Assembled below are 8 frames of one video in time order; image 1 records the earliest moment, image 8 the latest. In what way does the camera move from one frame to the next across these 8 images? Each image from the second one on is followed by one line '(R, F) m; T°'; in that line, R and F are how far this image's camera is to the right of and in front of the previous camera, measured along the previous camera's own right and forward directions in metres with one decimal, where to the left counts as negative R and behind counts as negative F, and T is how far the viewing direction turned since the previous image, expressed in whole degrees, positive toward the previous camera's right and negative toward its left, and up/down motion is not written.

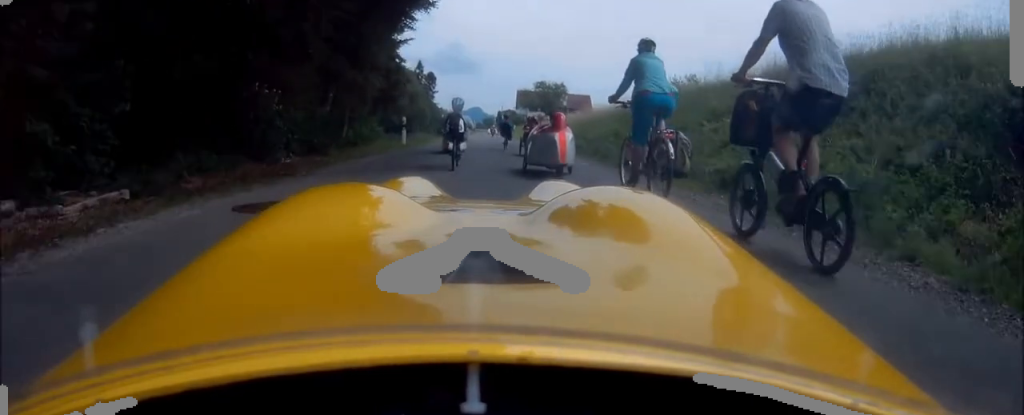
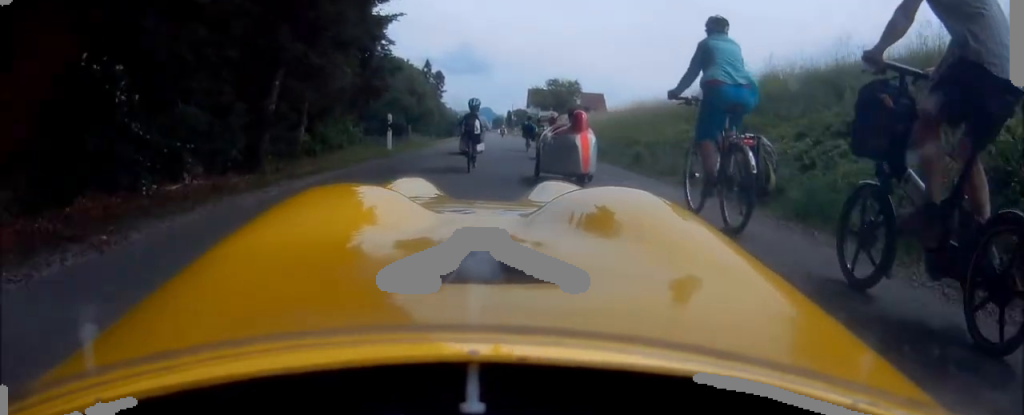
(+0.1, +5.0) m; 0°
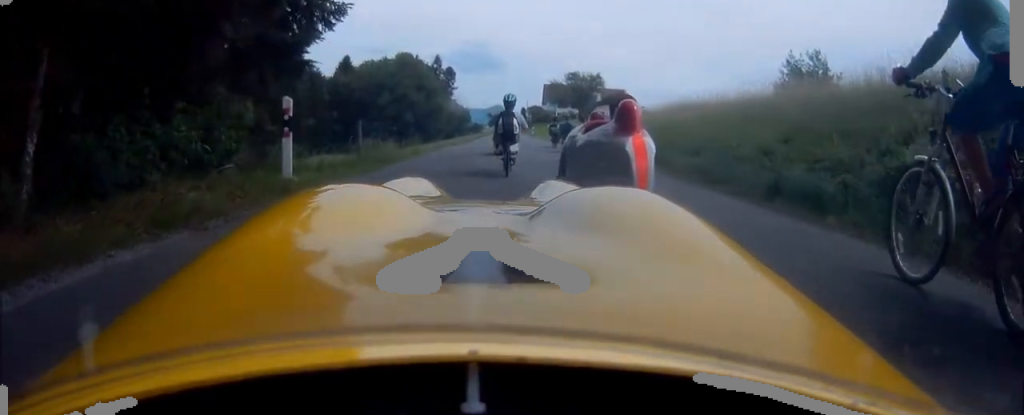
(-0.3, +8.5) m; +3°
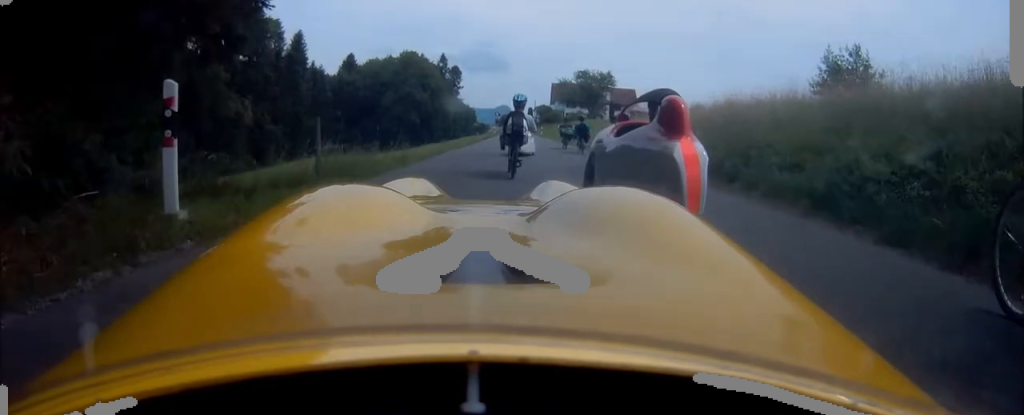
(+0.2, +3.2) m; 0°
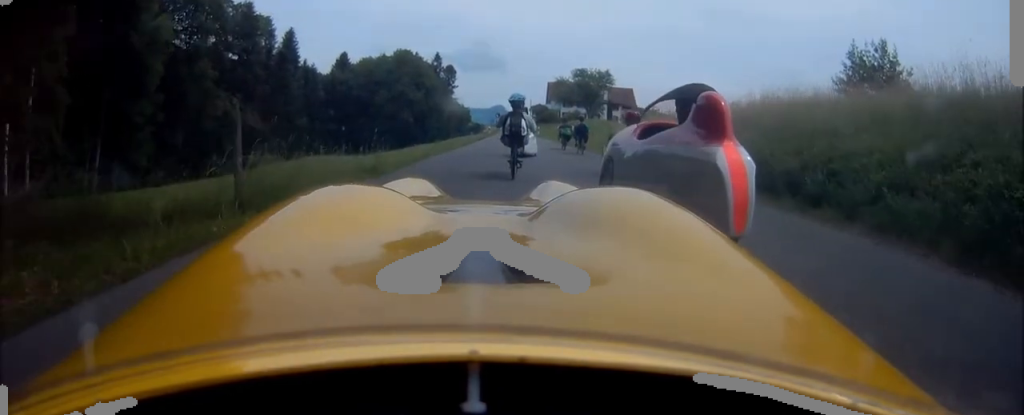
(0.0, +2.5) m; -1°
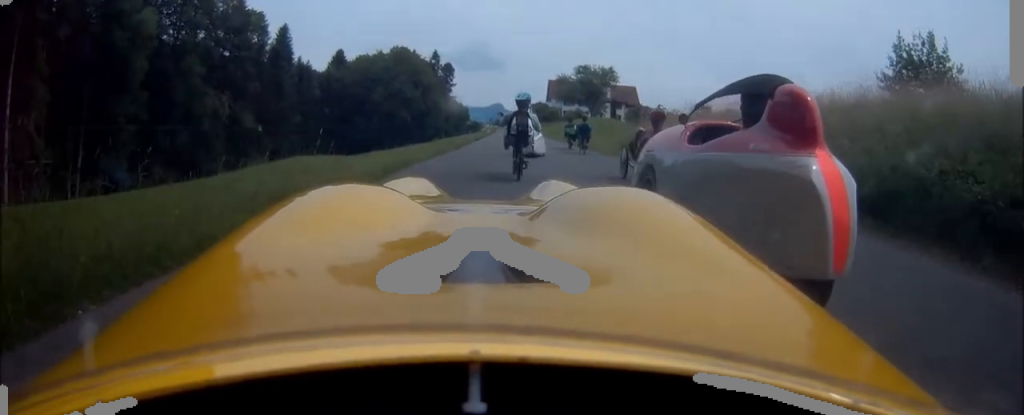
(-0.2, +3.7) m; -1°
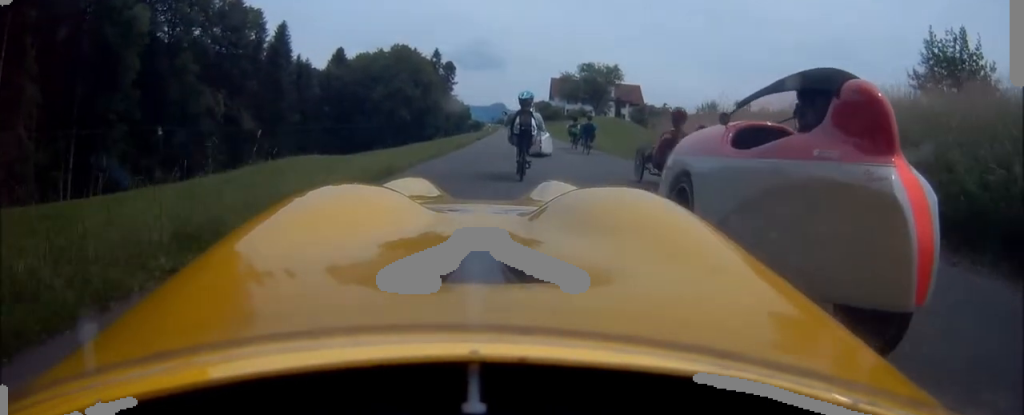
(+0.1, +2.1) m; +4°
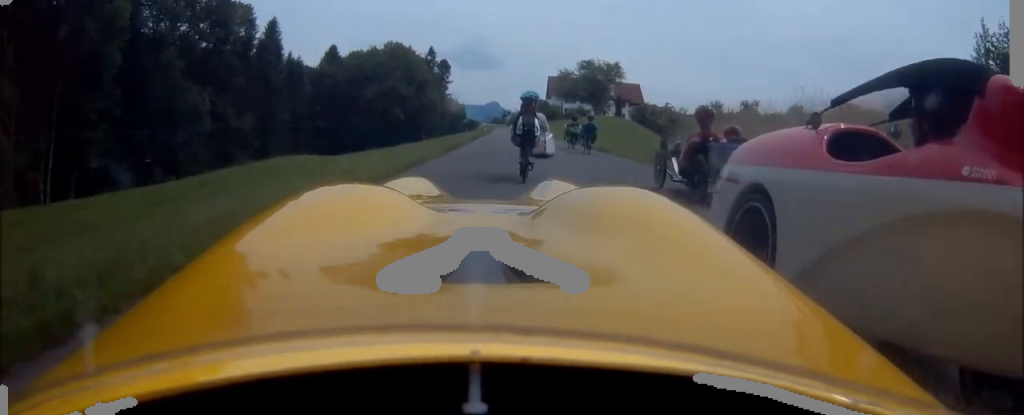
(+0.1, +3.5) m; +5°
